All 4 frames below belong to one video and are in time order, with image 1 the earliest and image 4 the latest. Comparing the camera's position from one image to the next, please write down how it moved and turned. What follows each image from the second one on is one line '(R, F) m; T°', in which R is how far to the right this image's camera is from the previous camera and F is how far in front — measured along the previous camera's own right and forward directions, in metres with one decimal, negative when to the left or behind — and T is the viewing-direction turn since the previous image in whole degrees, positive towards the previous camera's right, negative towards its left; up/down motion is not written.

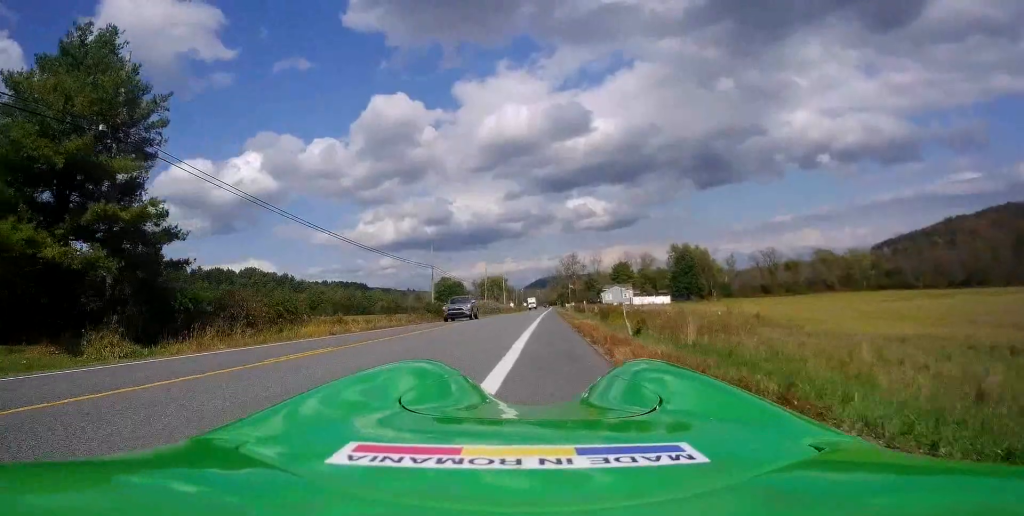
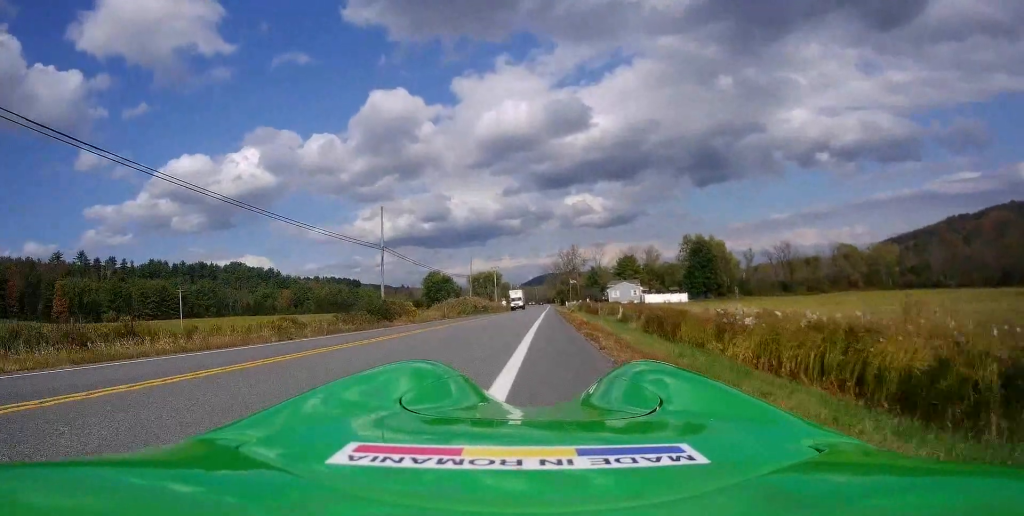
(-1.2, +20.9) m; -3°
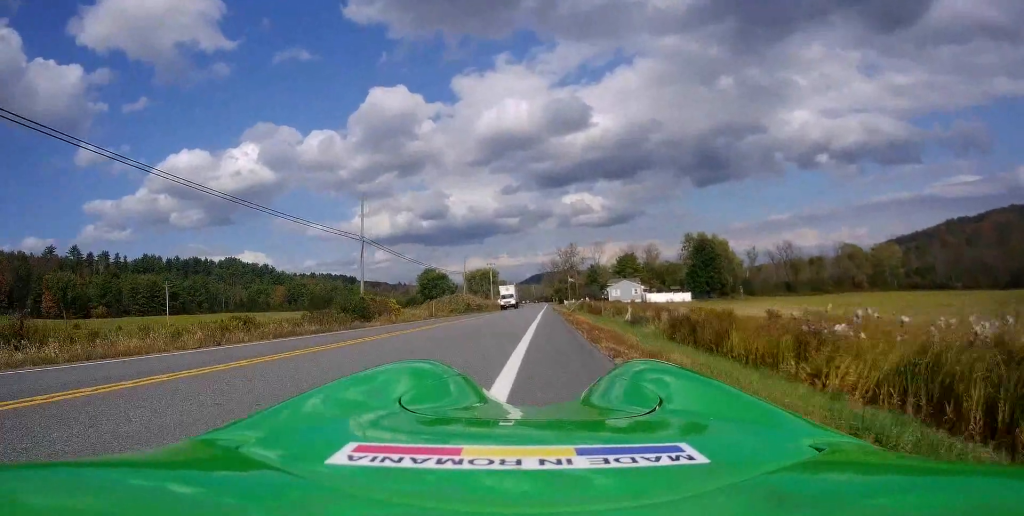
(0.0, +4.8) m; +1°
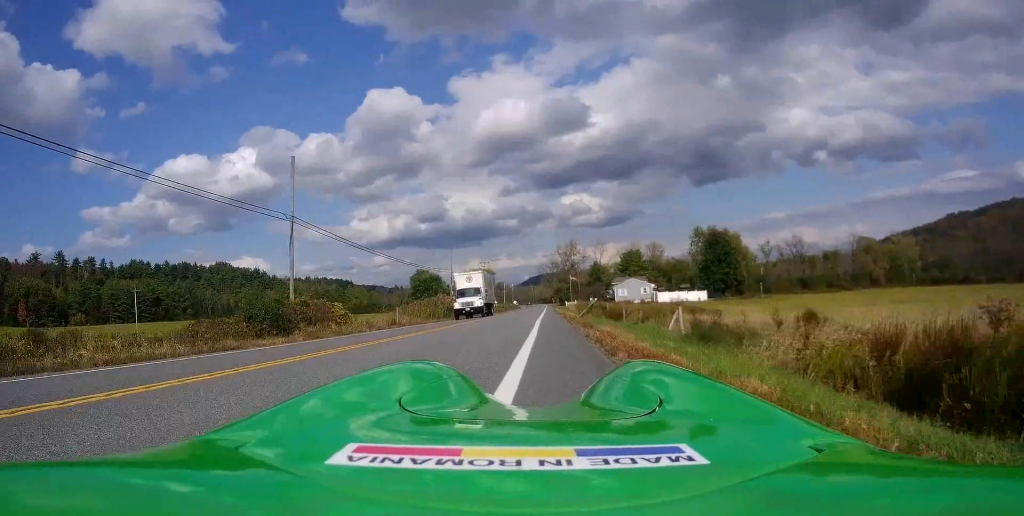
(+0.3, +12.9) m; +1°
